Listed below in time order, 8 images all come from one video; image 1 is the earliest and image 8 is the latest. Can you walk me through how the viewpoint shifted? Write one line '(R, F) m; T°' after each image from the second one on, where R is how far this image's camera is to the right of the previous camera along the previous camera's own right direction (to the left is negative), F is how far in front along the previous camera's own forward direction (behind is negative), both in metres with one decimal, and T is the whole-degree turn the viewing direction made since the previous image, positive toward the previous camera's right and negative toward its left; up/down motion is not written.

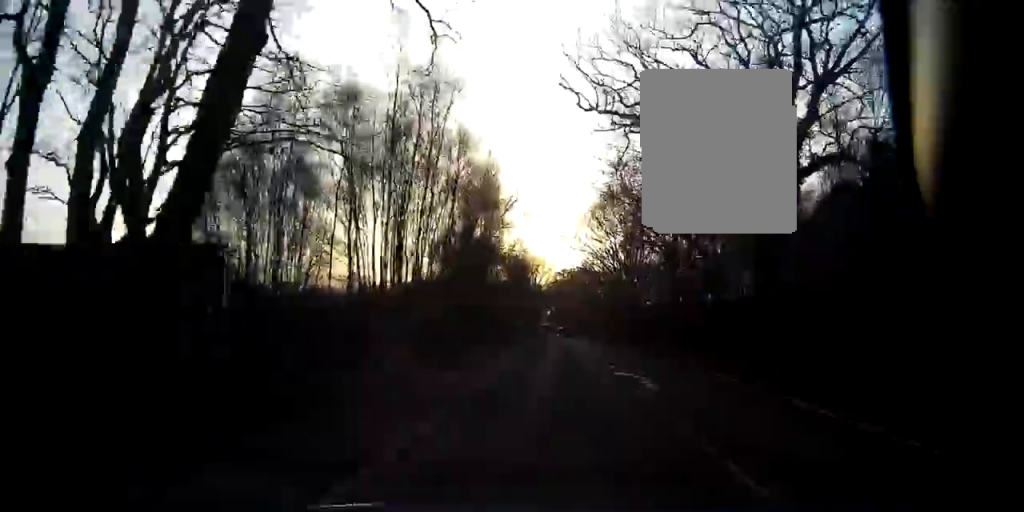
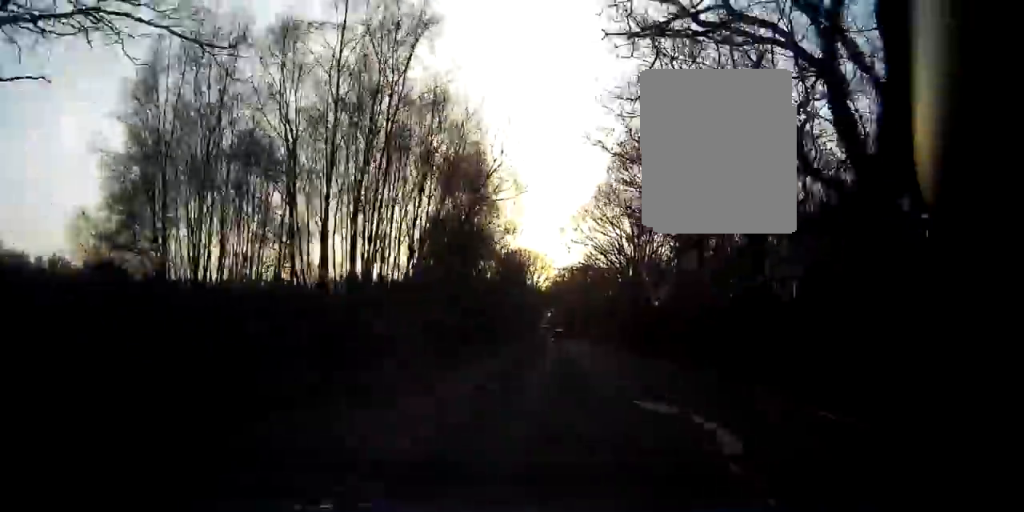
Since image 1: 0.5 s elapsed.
(0.0, +8.4) m; 0°
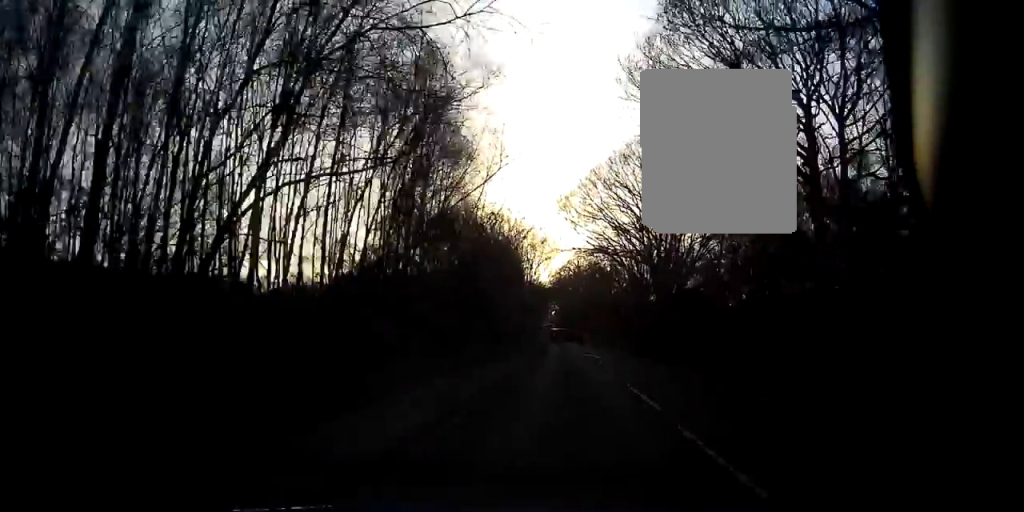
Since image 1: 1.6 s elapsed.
(0.0, +17.0) m; 0°
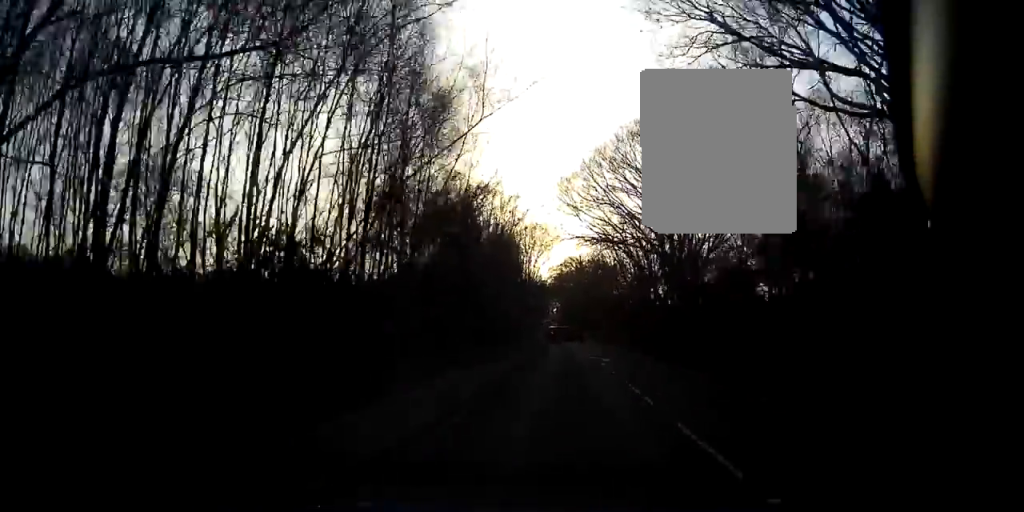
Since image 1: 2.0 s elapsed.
(0.0, +6.0) m; 0°
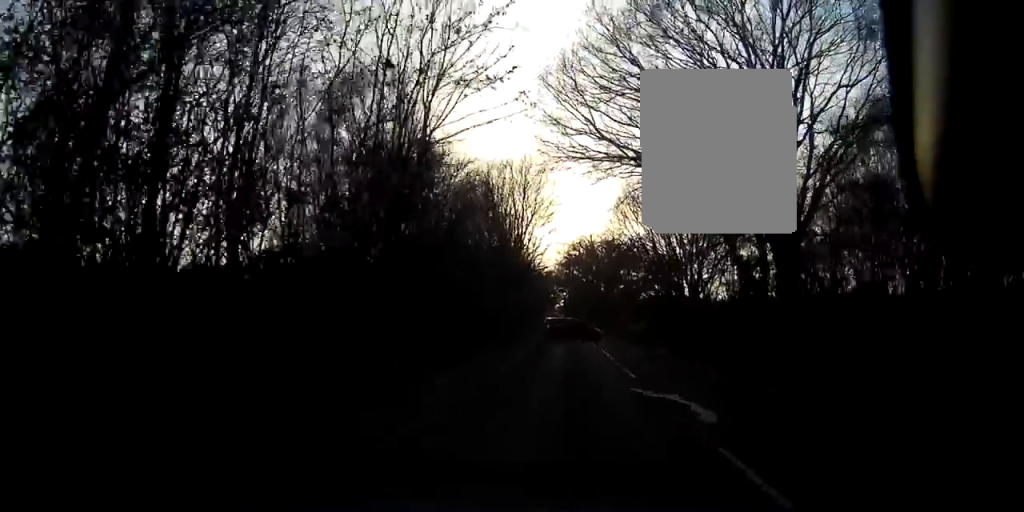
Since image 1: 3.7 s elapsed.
(-0.3, +23.6) m; 0°
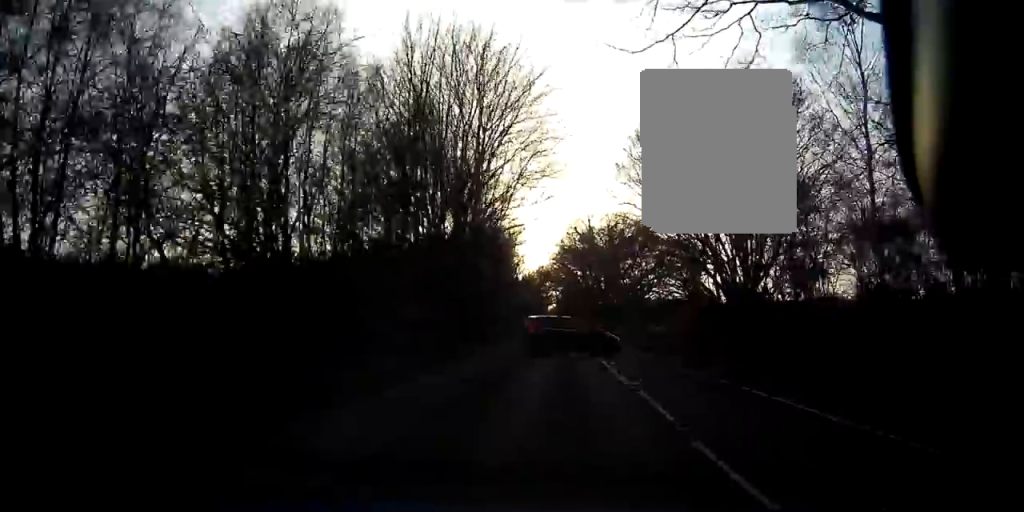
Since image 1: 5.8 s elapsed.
(+0.5, +25.4) m; +4°
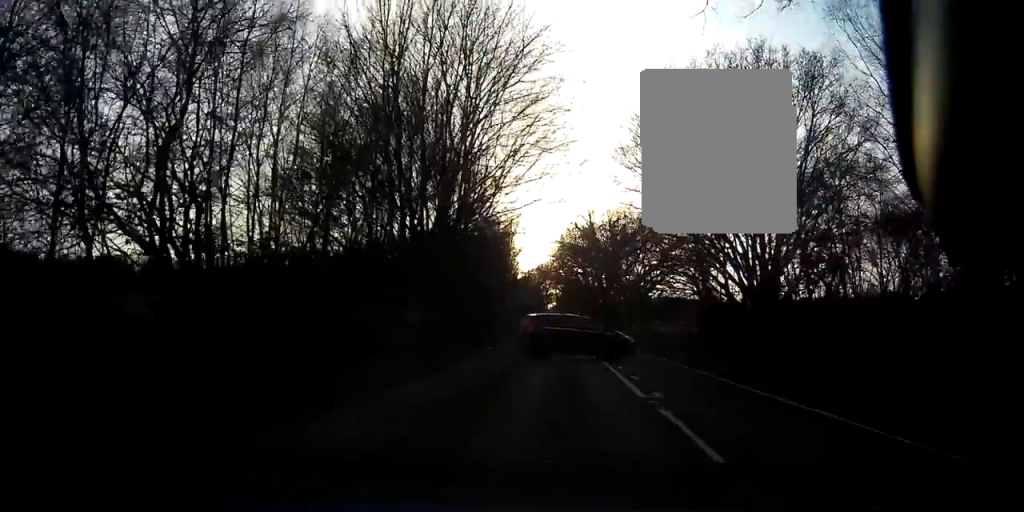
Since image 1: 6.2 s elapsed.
(+0.2, +5.0) m; +2°
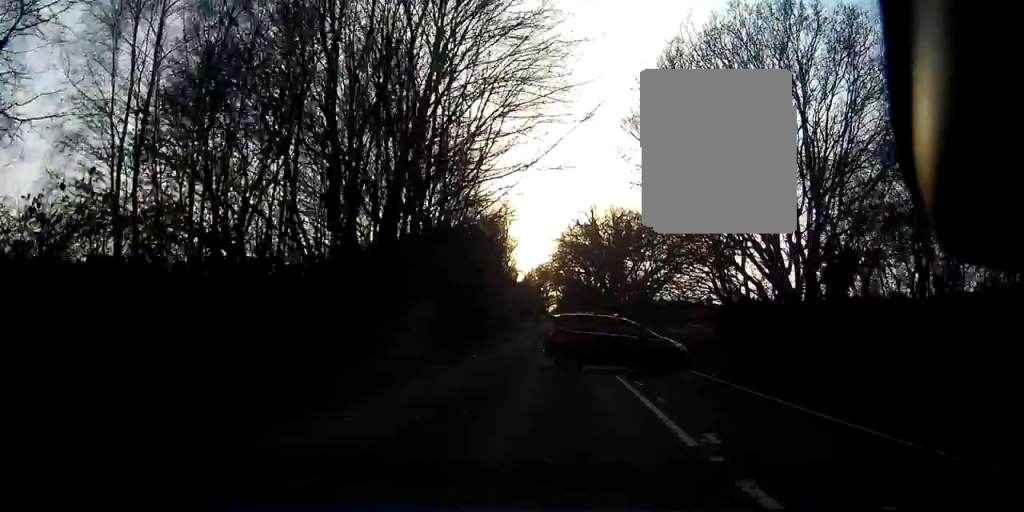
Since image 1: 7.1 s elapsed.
(+0.2, +7.9) m; +3°
